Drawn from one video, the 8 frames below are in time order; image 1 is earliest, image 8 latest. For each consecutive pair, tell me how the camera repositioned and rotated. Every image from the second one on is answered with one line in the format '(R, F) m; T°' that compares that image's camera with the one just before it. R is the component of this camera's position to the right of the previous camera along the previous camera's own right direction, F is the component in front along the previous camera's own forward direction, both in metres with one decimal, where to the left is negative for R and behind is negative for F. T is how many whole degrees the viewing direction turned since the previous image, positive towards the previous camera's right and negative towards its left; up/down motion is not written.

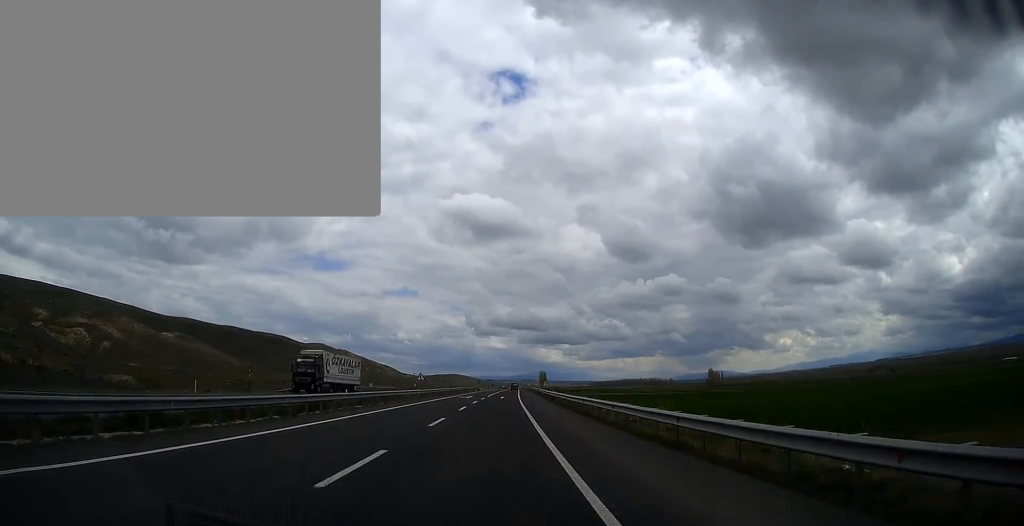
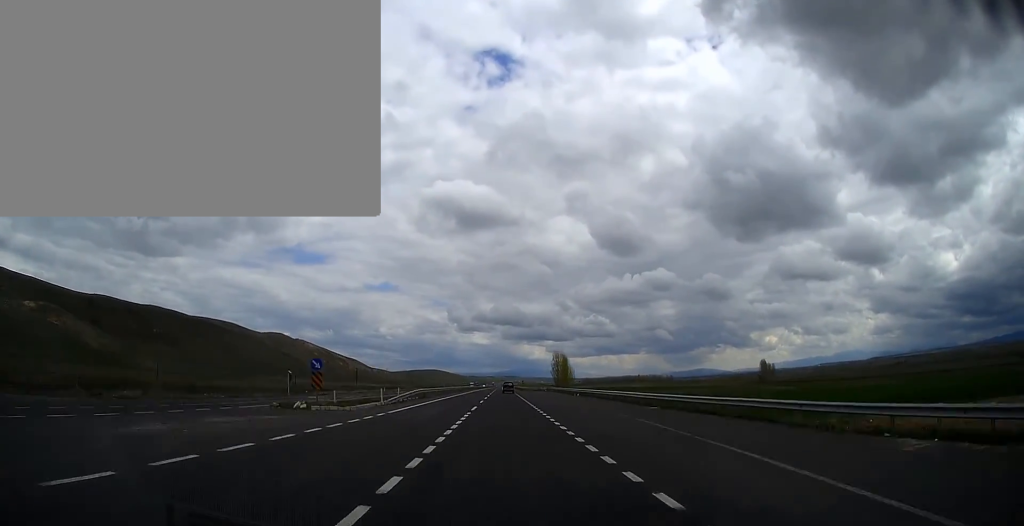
(+1.6, +191.5) m; 0°
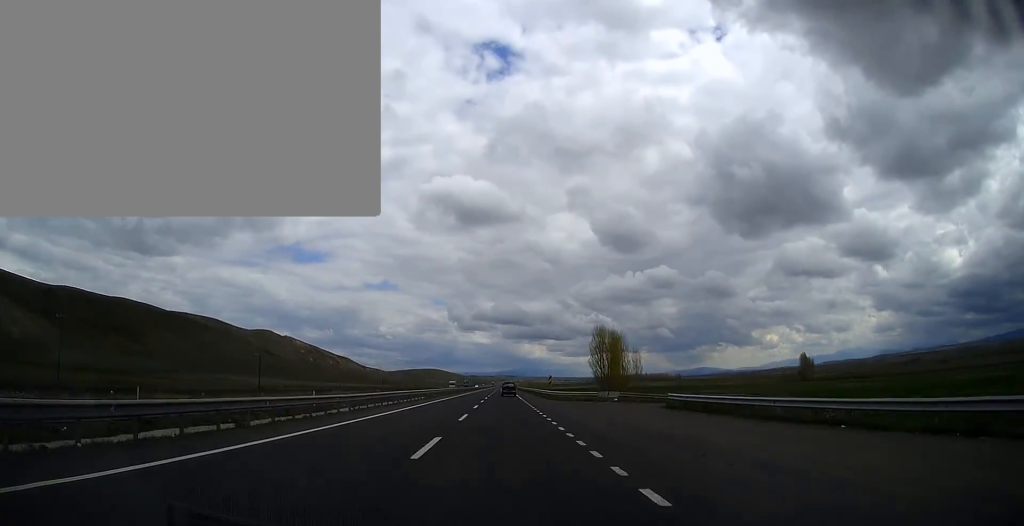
(-0.3, +77.6) m; 0°
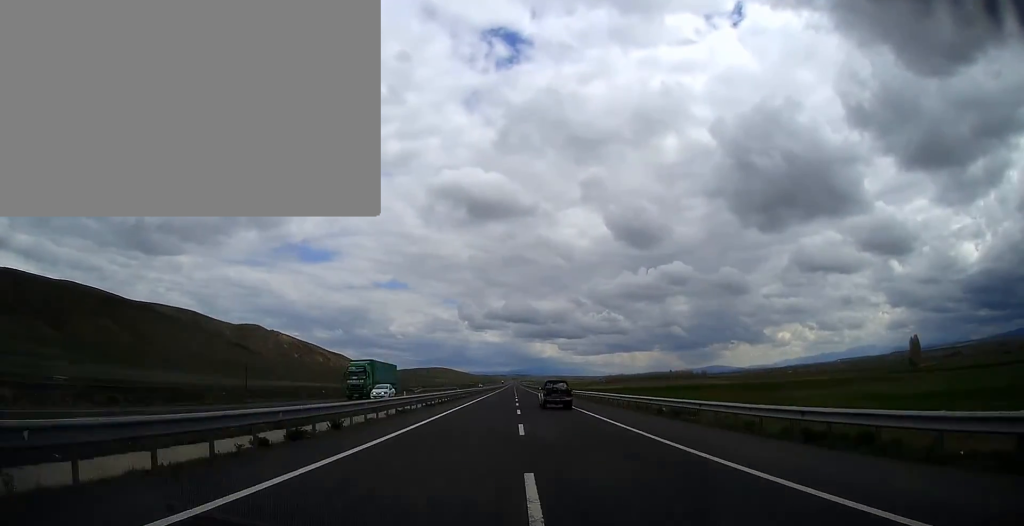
(-0.4, +134.2) m; 0°
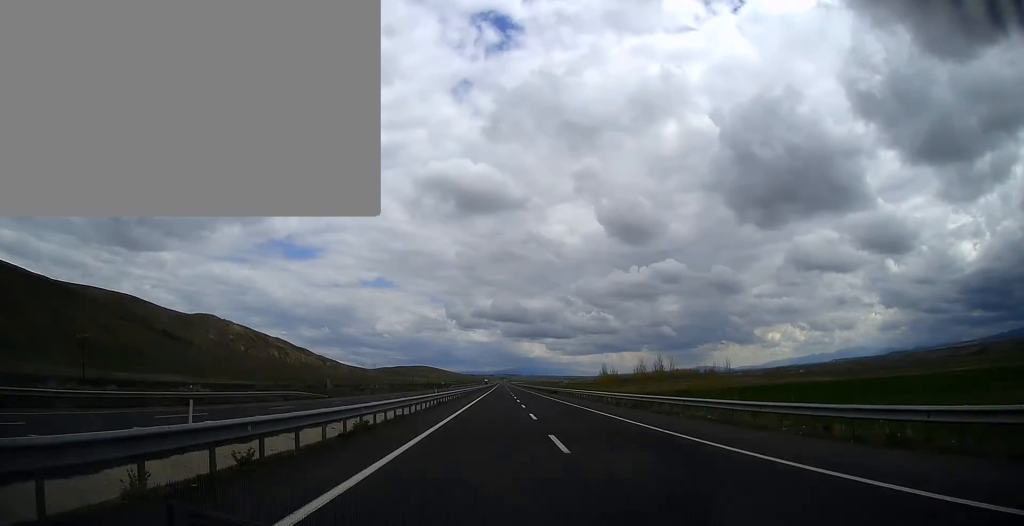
(+1.0, +158.9) m; +1°
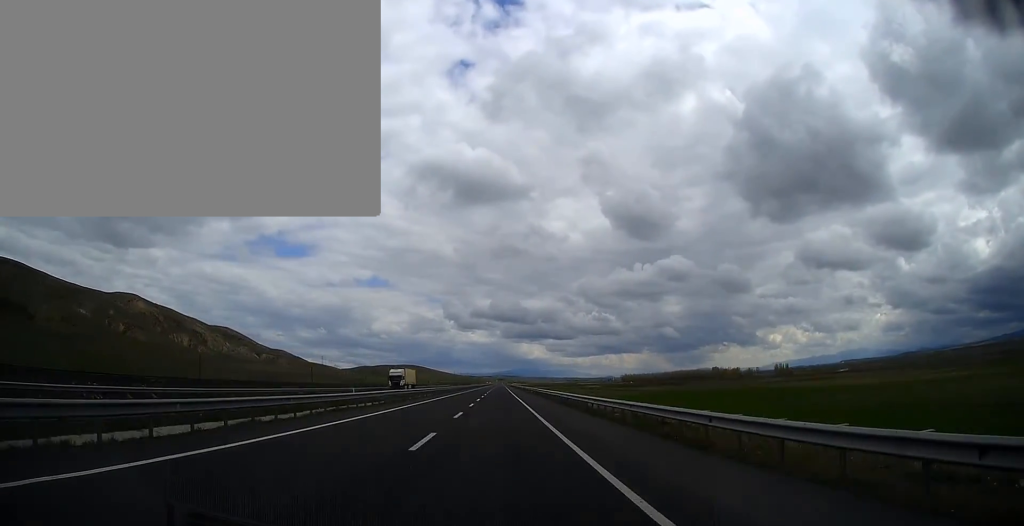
(0.0, +264.3) m; 0°
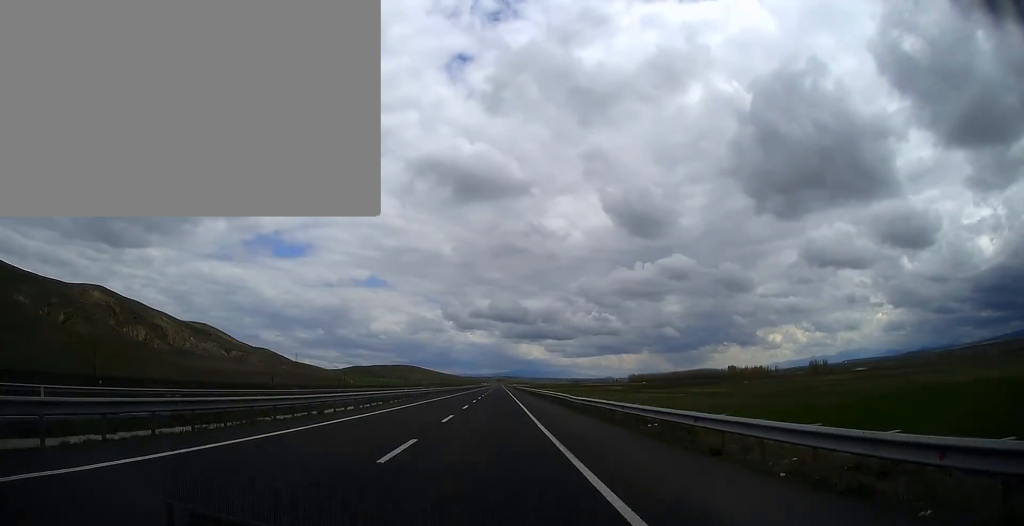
(-0.2, +86.5) m; 0°
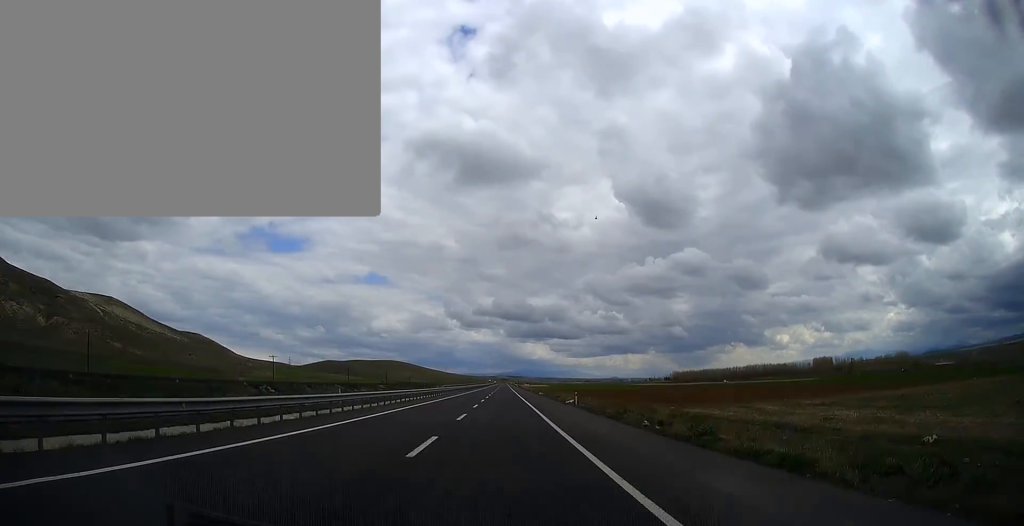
(-0.1, +300.0) m; 0°
